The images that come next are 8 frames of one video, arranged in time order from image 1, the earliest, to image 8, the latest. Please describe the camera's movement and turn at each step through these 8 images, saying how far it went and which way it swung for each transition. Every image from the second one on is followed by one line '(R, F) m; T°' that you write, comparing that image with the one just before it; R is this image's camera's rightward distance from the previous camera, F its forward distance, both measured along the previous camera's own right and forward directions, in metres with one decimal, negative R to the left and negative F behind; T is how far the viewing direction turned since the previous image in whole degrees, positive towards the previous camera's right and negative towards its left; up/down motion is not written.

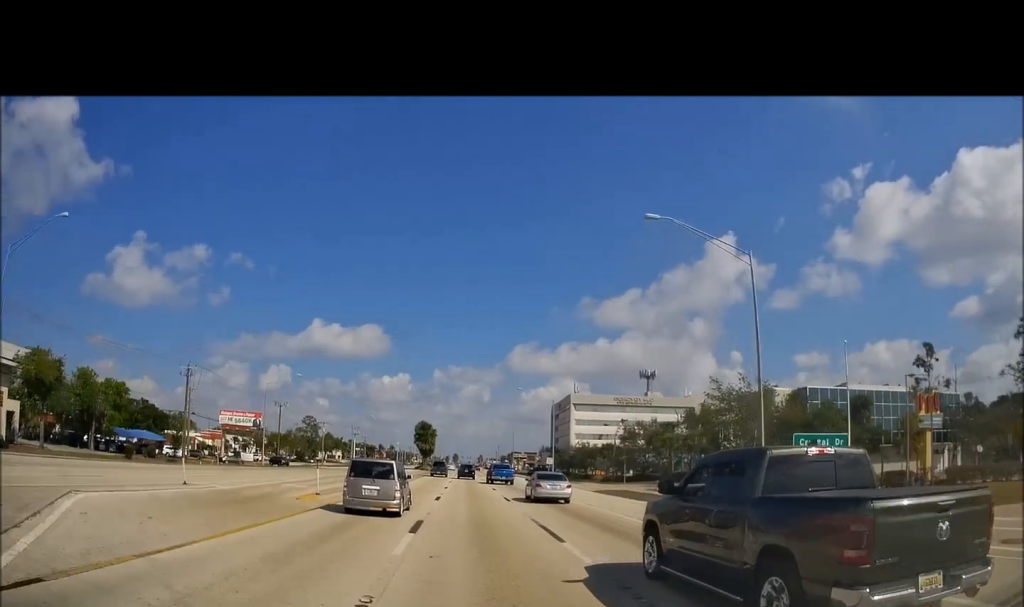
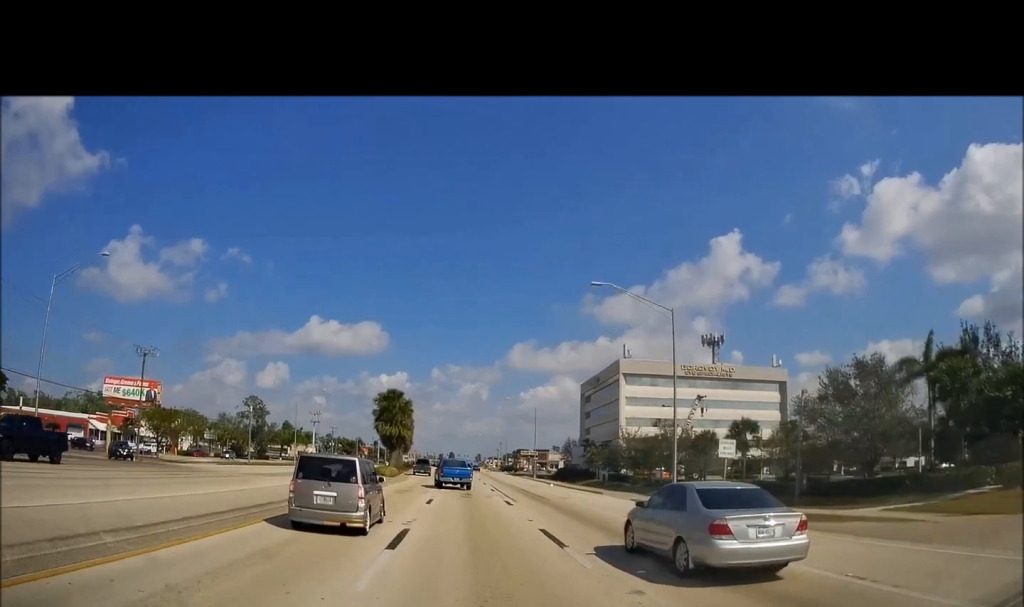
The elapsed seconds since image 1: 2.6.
(+0.3, +52.7) m; 0°
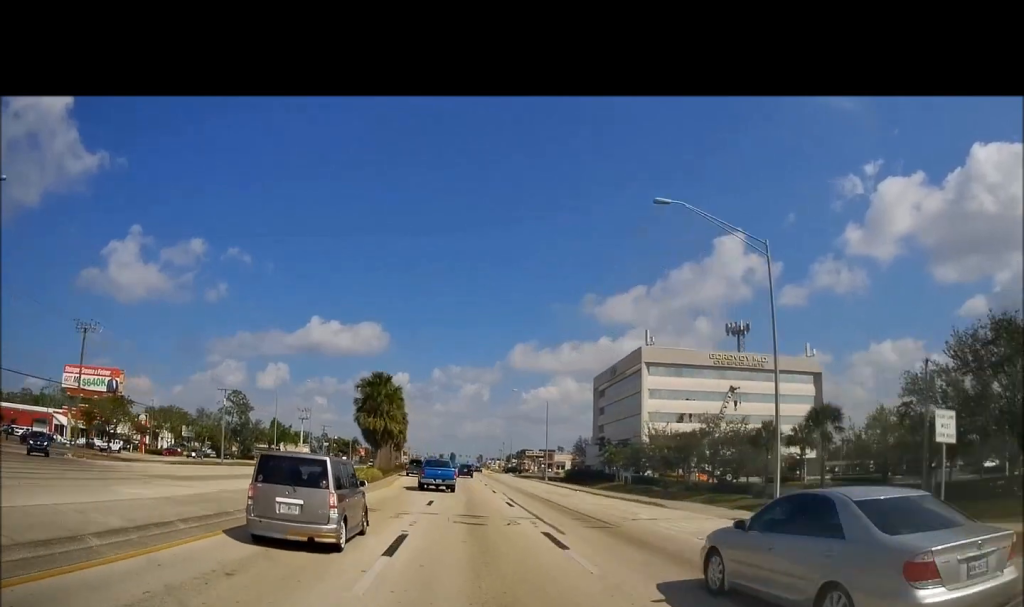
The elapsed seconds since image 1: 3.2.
(-0.1, +12.7) m; 0°
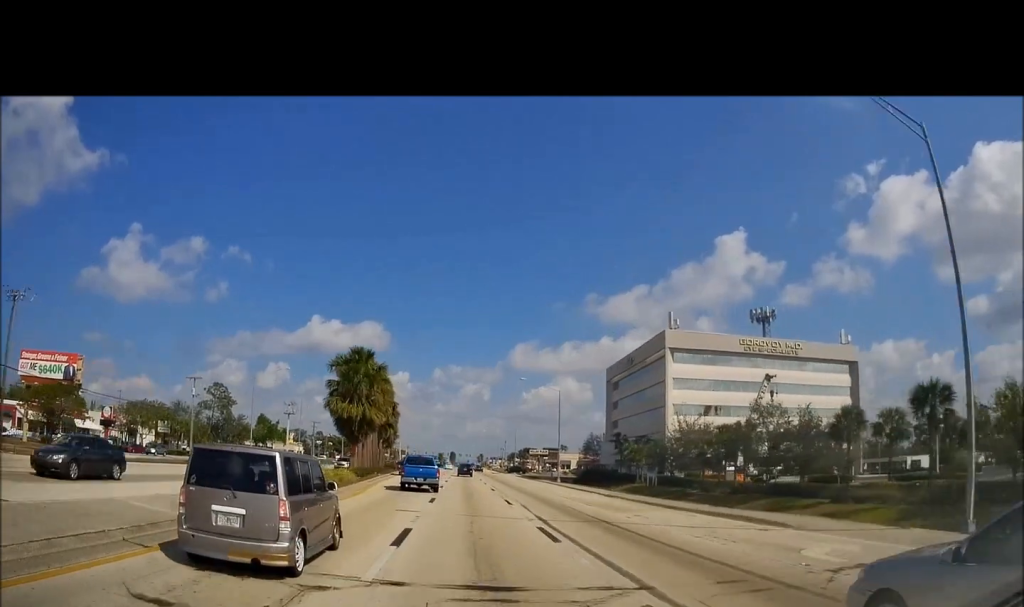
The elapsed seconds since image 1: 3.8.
(-0.3, +11.4) m; 0°
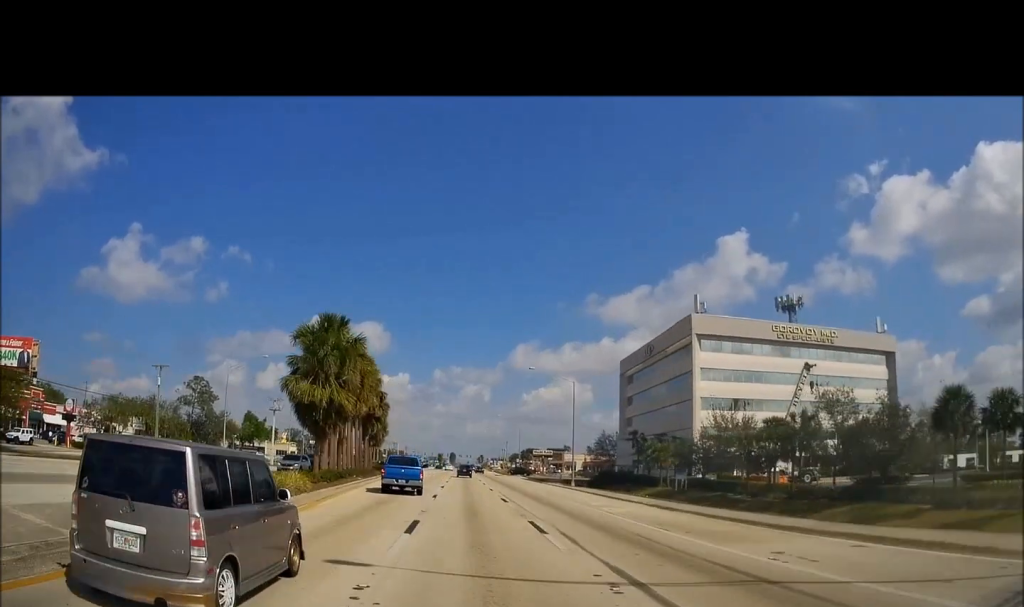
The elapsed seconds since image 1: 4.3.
(+0.1, +10.1) m; 0°
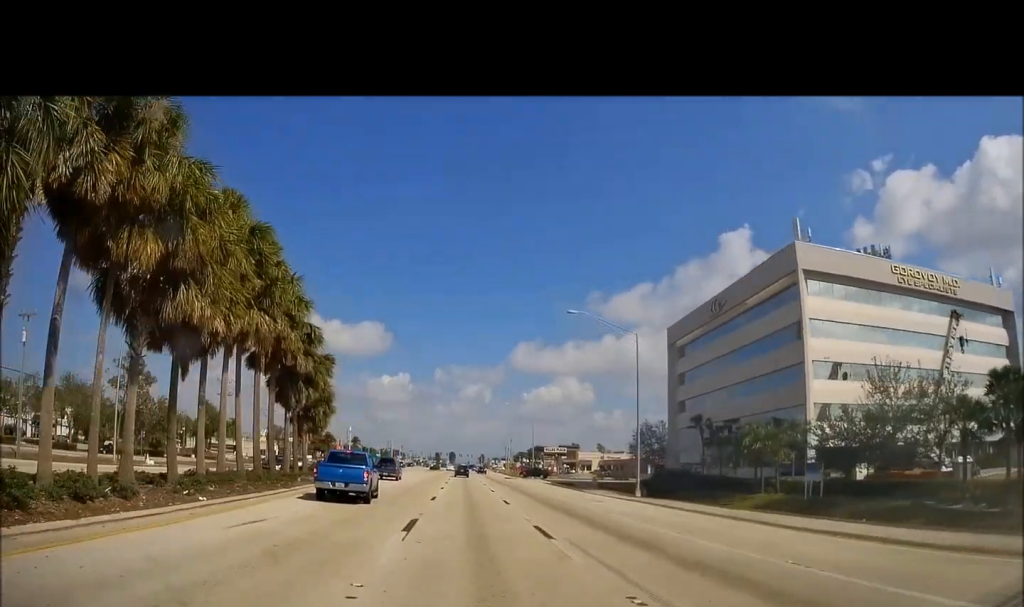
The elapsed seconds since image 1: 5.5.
(0.0, +25.6) m; 0°
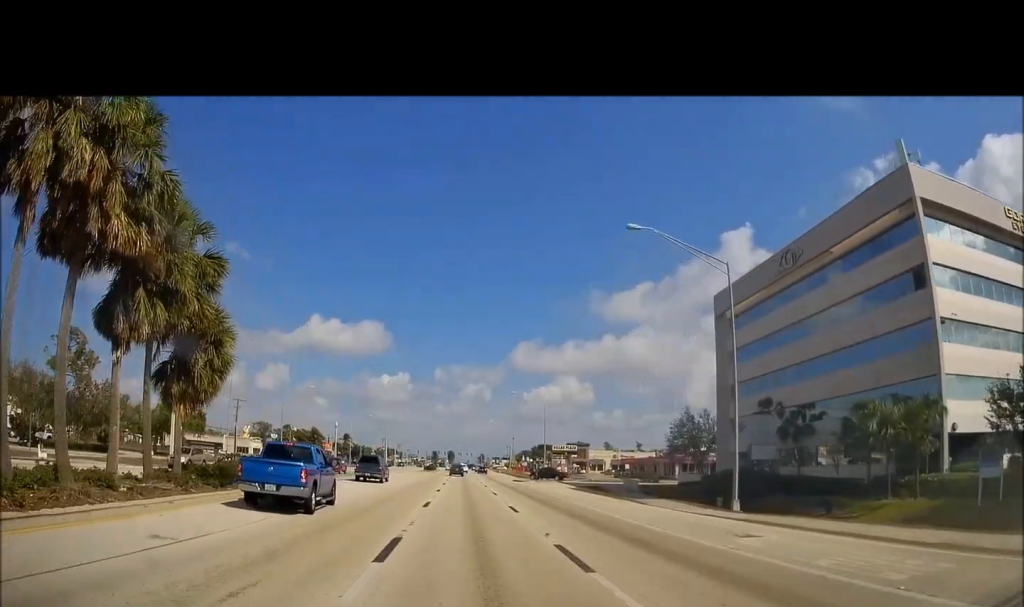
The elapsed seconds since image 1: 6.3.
(+0.1, +16.4) m; +1°
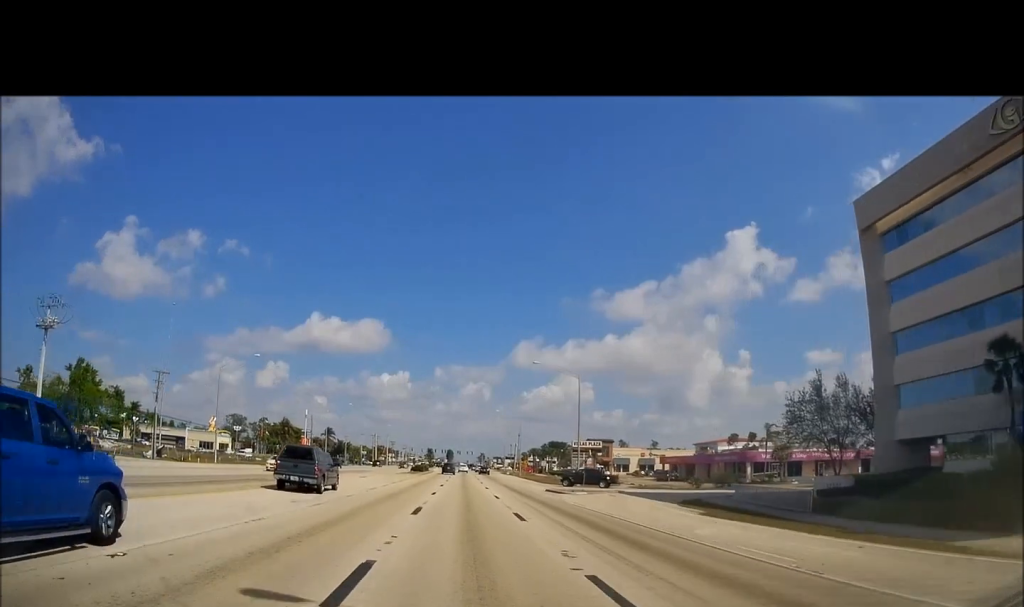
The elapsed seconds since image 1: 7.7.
(+0.4, +27.9) m; 0°
